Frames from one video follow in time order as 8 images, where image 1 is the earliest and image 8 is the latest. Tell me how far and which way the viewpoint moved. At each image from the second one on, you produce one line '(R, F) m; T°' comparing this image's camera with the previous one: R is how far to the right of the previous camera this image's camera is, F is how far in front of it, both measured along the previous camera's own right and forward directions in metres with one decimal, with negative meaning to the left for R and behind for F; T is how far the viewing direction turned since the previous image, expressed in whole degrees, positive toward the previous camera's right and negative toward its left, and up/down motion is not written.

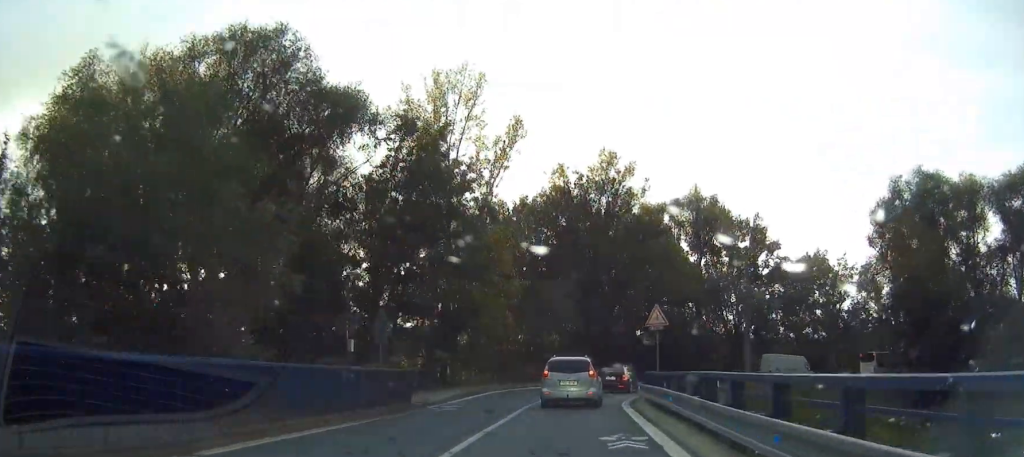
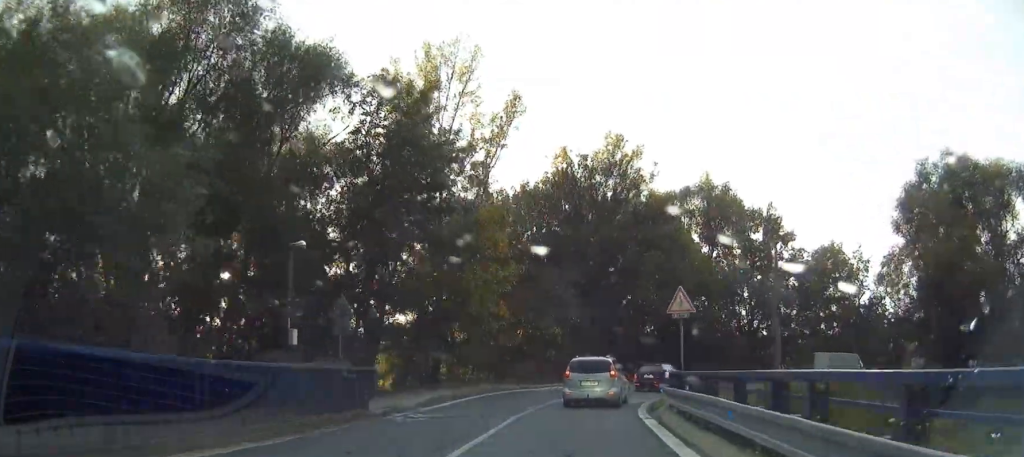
(0.0, +5.3) m; 0°
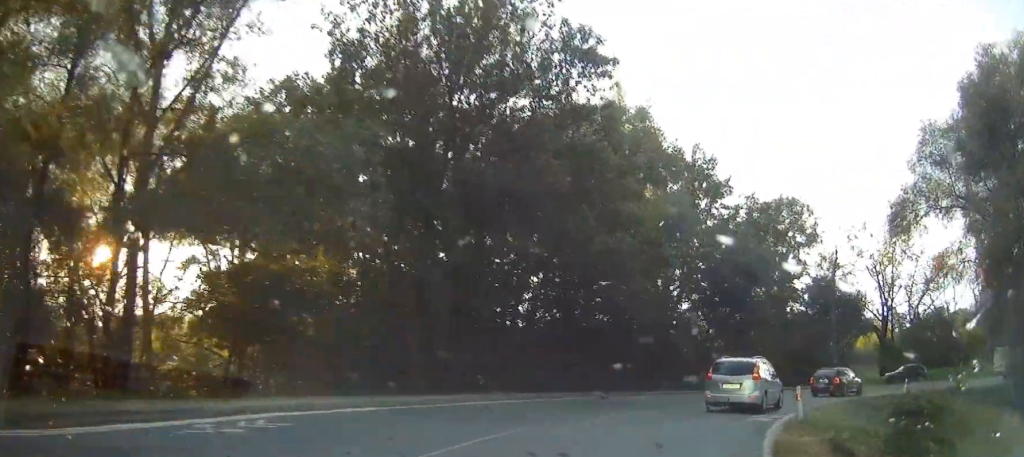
(+0.8, +27.3) m; +8°
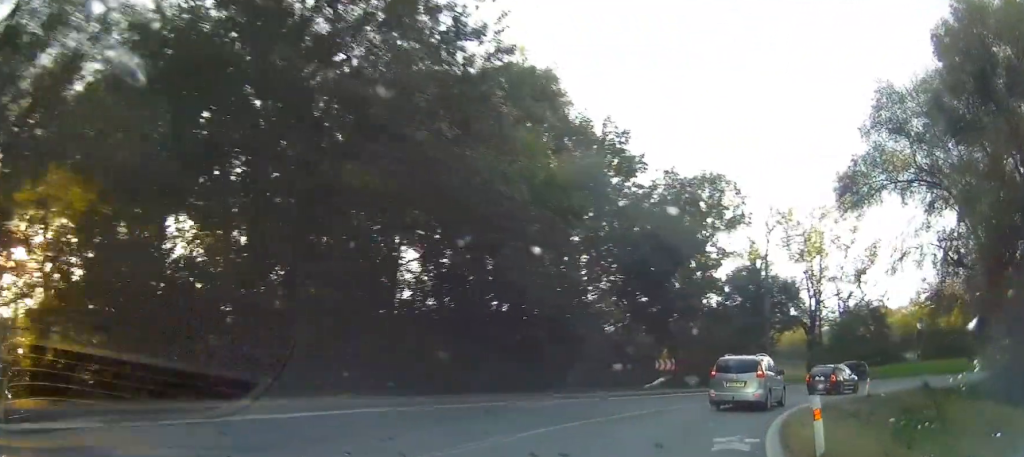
(+0.3, +7.1) m; +5°
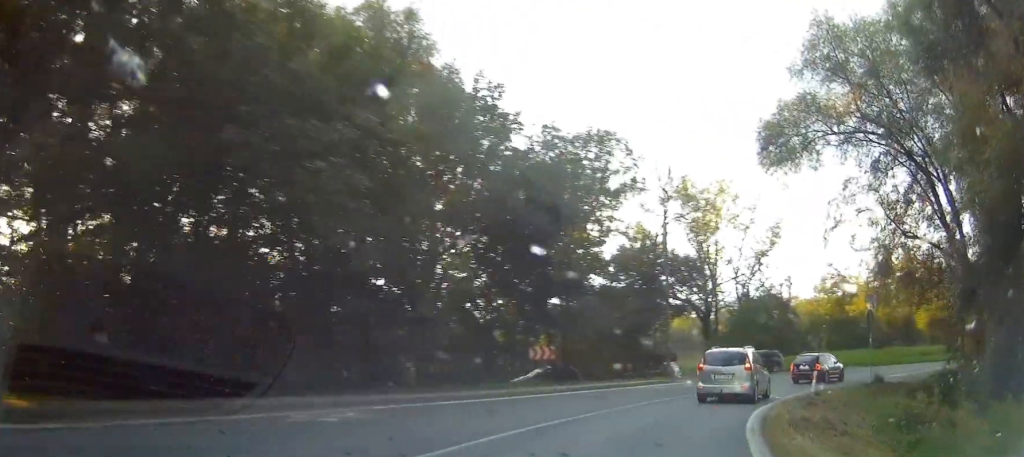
(+0.6, +8.2) m; +5°
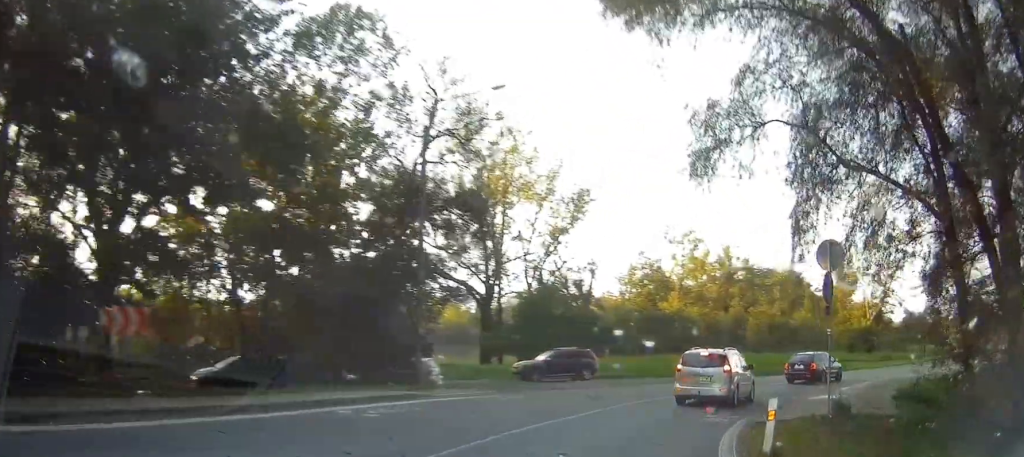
(+1.3, +15.9) m; +16°
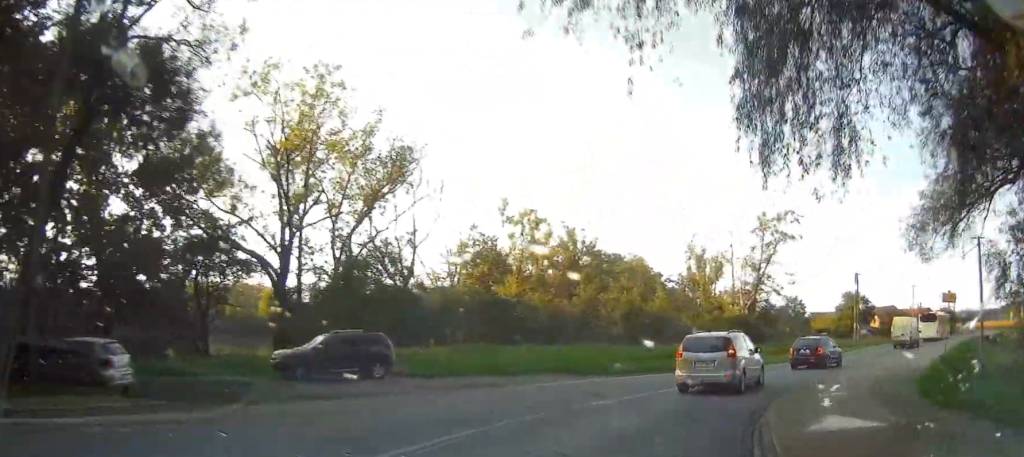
(+1.9, +11.3) m; +19°
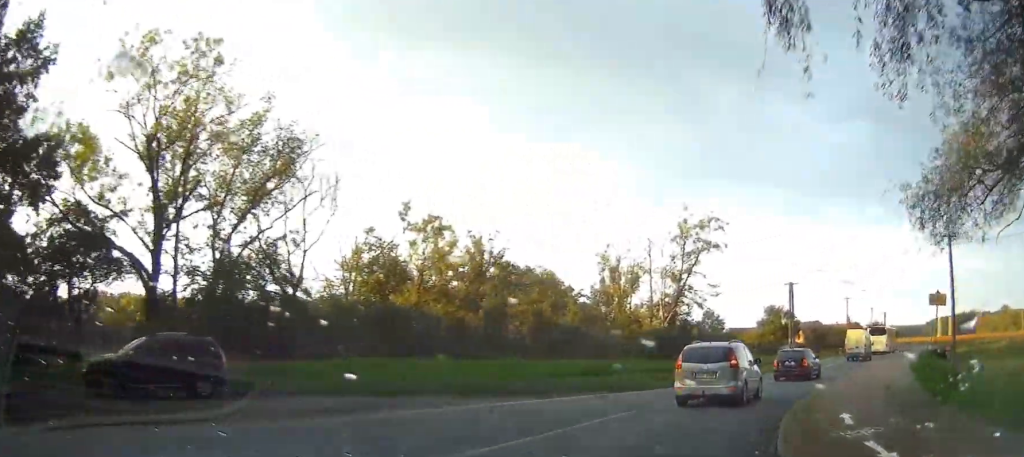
(+0.5, +6.0) m; +8°
